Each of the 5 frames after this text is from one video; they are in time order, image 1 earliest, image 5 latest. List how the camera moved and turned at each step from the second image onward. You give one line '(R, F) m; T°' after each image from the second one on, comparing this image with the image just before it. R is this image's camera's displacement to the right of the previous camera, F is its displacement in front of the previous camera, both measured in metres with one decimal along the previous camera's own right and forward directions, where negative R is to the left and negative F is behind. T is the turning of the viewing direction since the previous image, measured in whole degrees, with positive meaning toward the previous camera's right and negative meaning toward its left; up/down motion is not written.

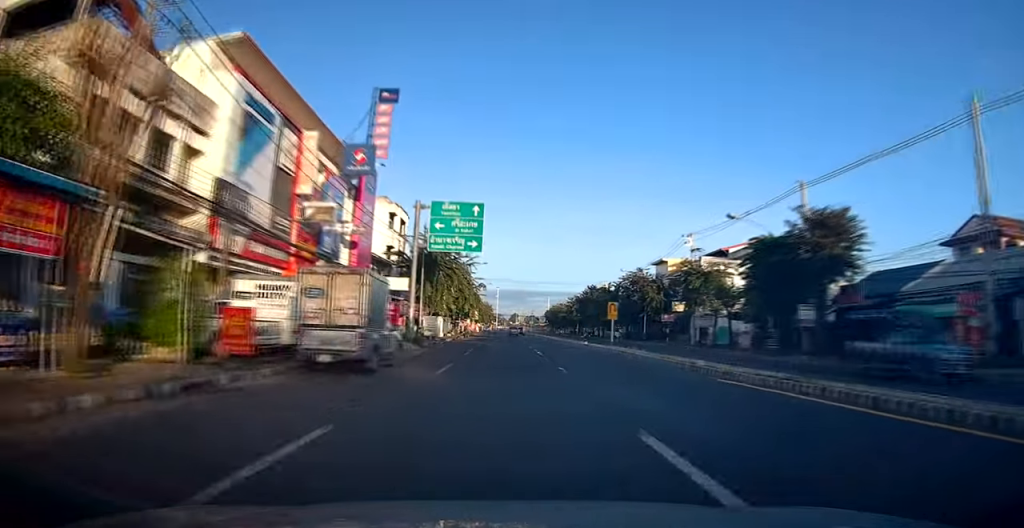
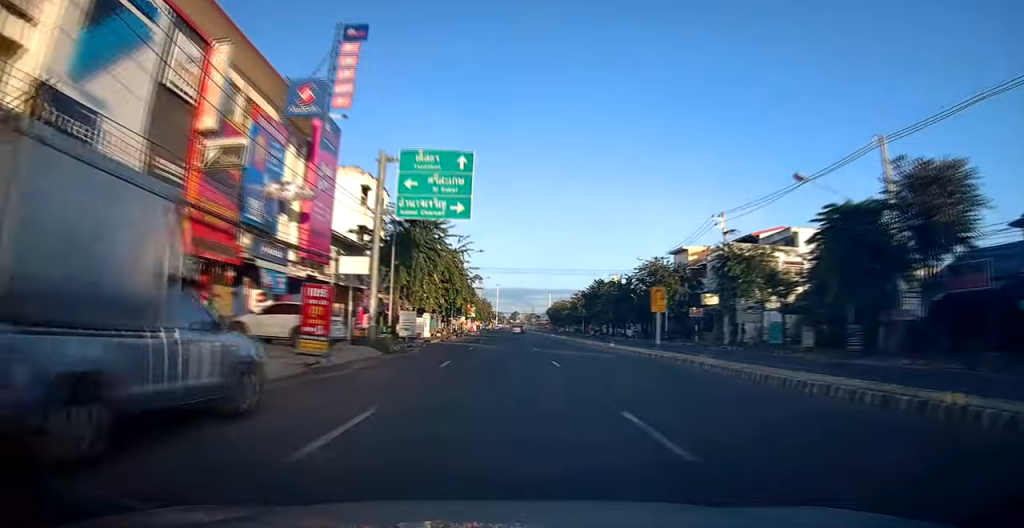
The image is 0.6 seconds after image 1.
(0.0, +10.3) m; 0°
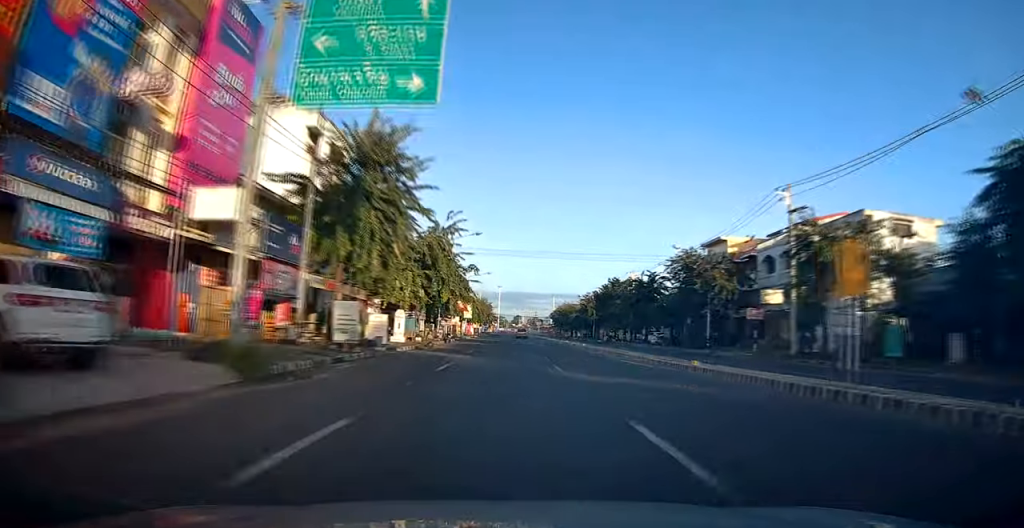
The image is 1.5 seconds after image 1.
(-0.1, +13.5) m; -1°
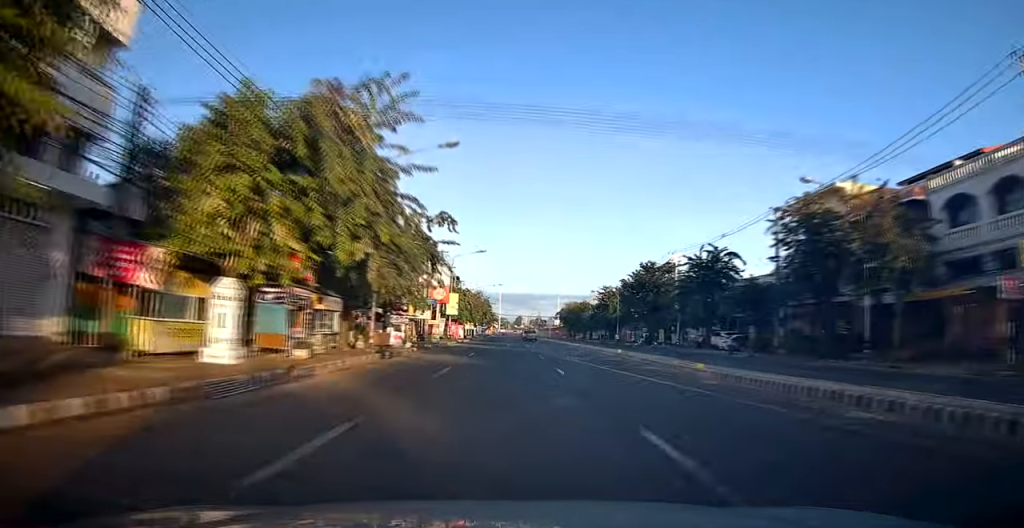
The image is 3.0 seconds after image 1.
(-0.2, +24.9) m; -1°
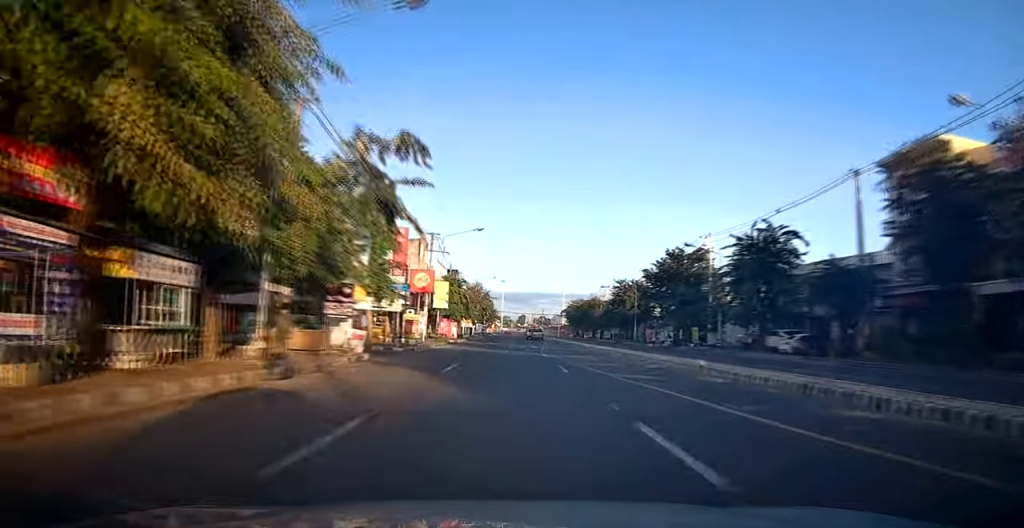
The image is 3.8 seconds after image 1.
(-0.1, +11.8) m; +1°
